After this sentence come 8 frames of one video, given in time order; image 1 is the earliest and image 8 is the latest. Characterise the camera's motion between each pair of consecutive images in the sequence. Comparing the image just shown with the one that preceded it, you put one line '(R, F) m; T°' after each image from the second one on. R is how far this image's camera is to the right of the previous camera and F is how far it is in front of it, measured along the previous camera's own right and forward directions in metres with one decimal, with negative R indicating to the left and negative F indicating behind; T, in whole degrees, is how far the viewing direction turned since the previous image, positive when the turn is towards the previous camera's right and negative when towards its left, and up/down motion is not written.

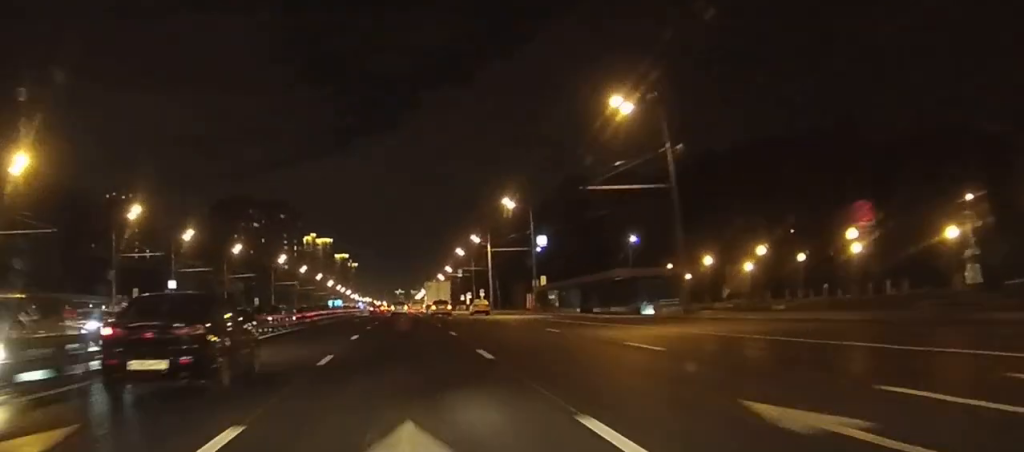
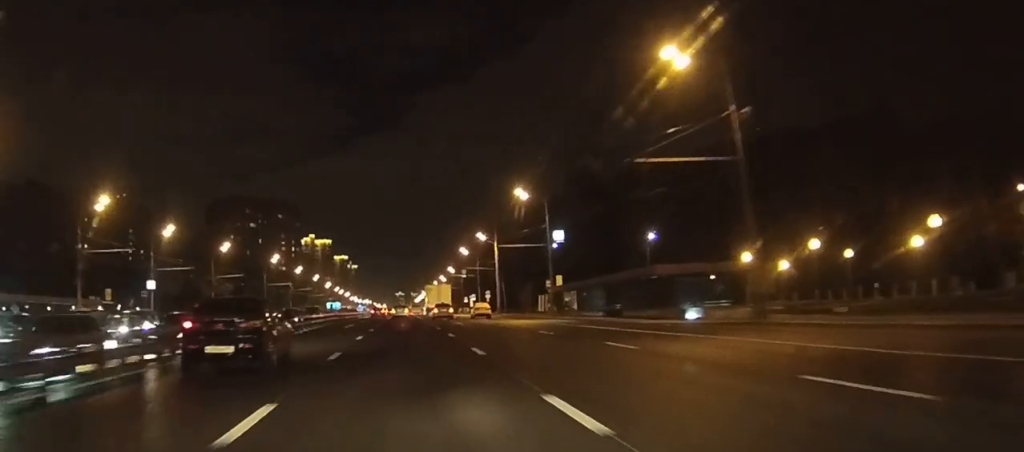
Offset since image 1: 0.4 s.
(0.0, +9.8) m; 0°
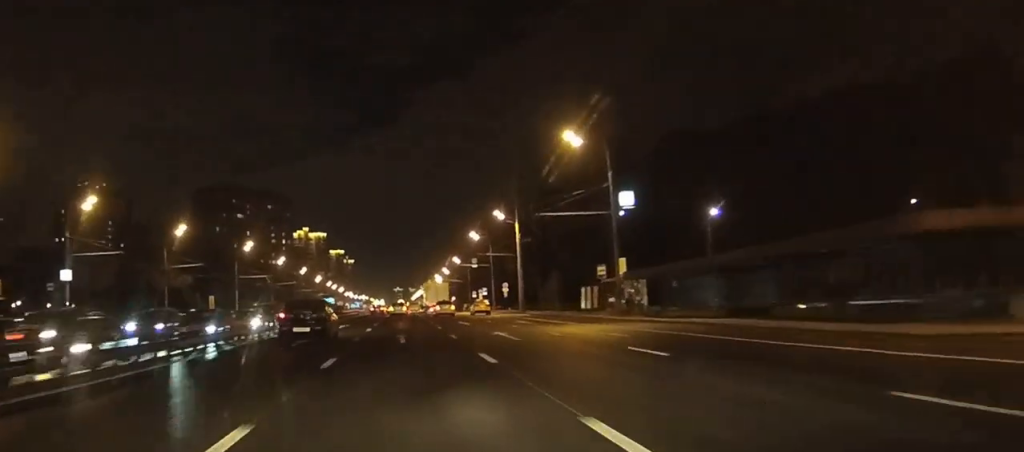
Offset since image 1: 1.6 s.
(+0.1, +26.4) m; 0°
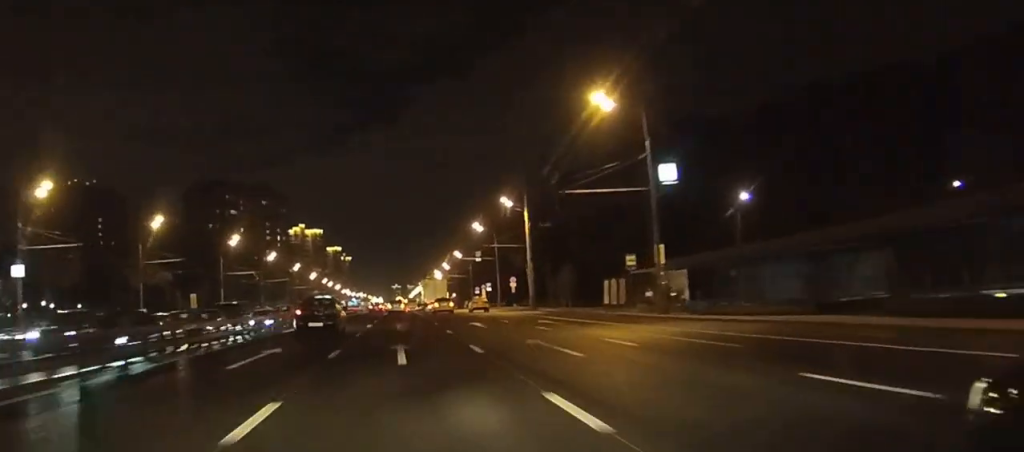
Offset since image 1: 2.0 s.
(0.0, +9.8) m; 0°
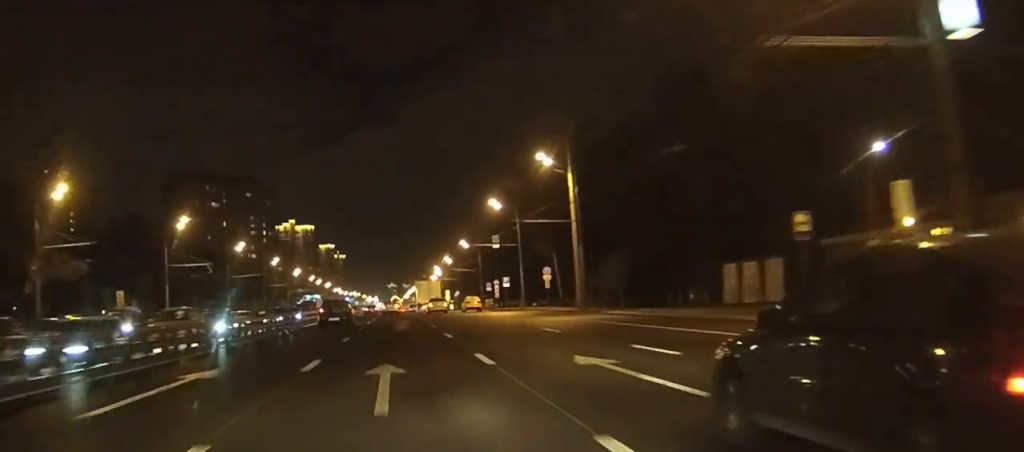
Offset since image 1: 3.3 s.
(+0.1, +28.1) m; 0°
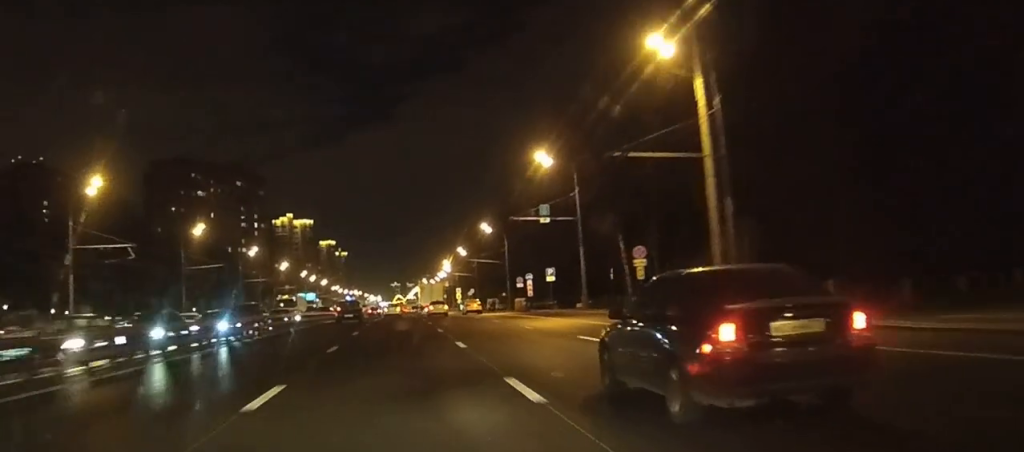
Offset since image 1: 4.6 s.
(-0.1, +30.3) m; 0°
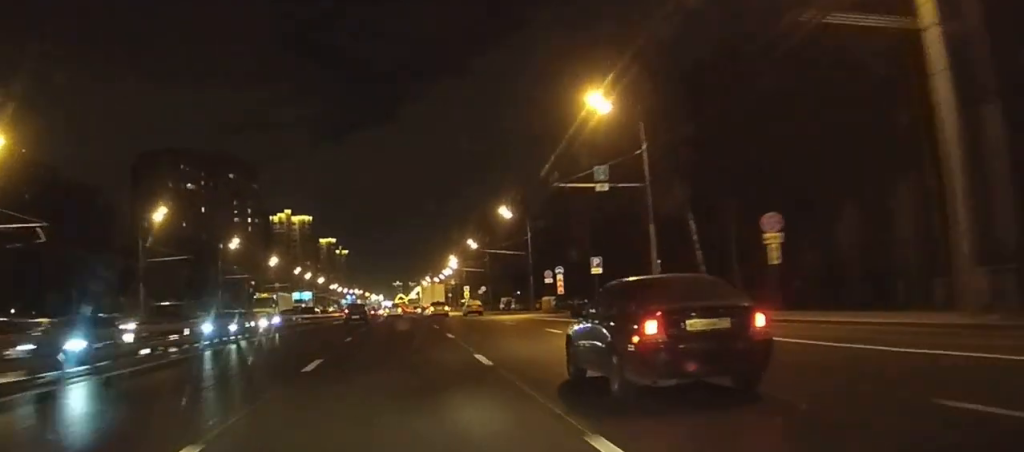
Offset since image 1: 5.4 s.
(+0.1, +18.2) m; 0°
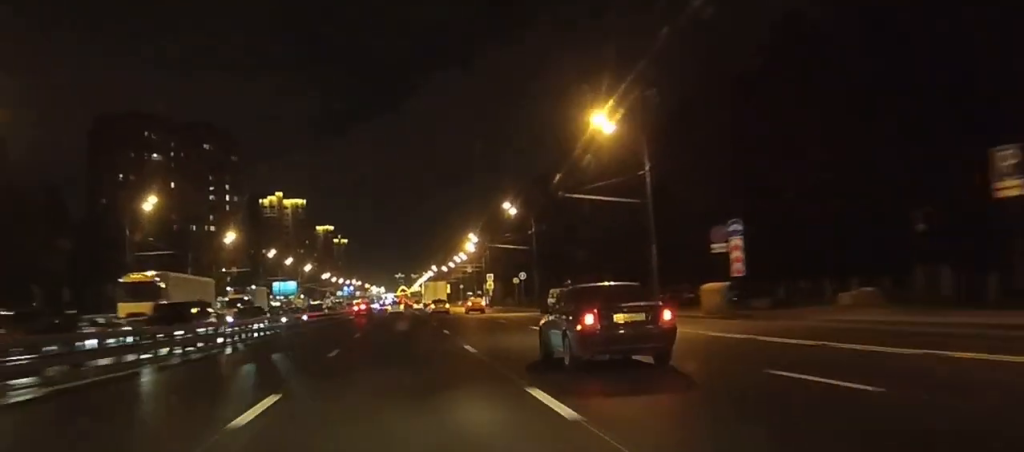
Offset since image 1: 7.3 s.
(-0.3, +43.5) m; -1°
